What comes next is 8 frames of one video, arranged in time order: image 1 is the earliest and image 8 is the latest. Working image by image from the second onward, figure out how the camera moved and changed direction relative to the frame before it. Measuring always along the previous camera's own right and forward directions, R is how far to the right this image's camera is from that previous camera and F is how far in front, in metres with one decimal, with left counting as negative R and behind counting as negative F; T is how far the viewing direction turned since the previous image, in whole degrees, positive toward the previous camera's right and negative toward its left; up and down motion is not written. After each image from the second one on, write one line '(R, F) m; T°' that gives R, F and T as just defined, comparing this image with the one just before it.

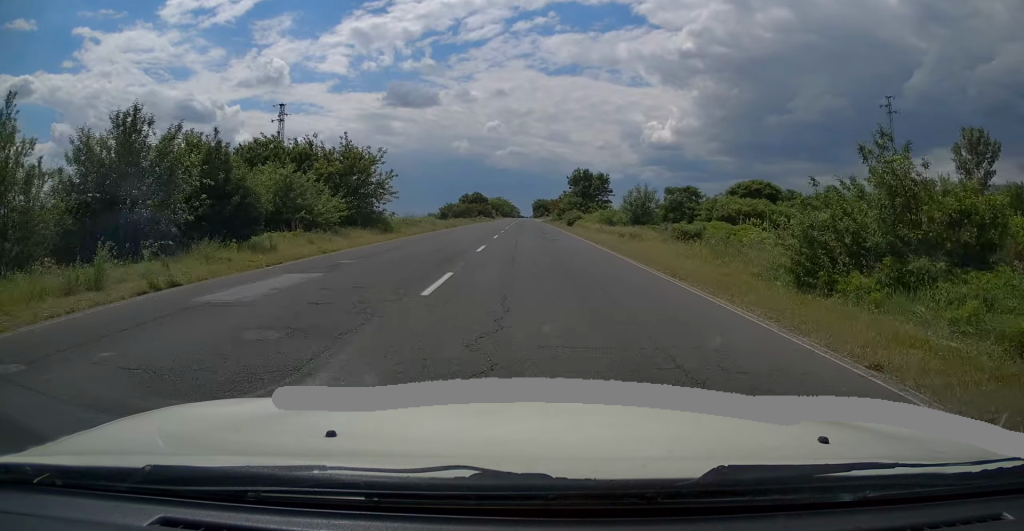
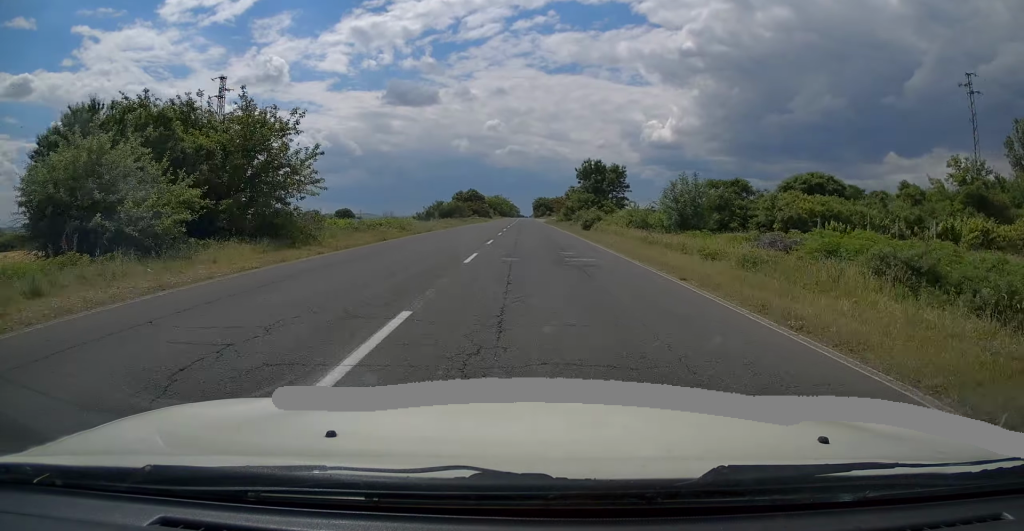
(0.0, +13.7) m; 0°
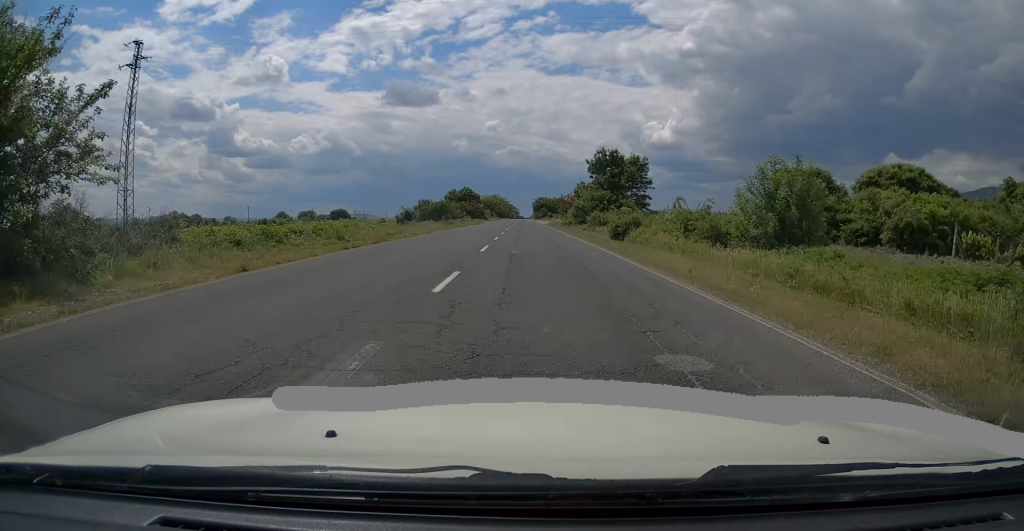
(-0.1, +13.0) m; +1°
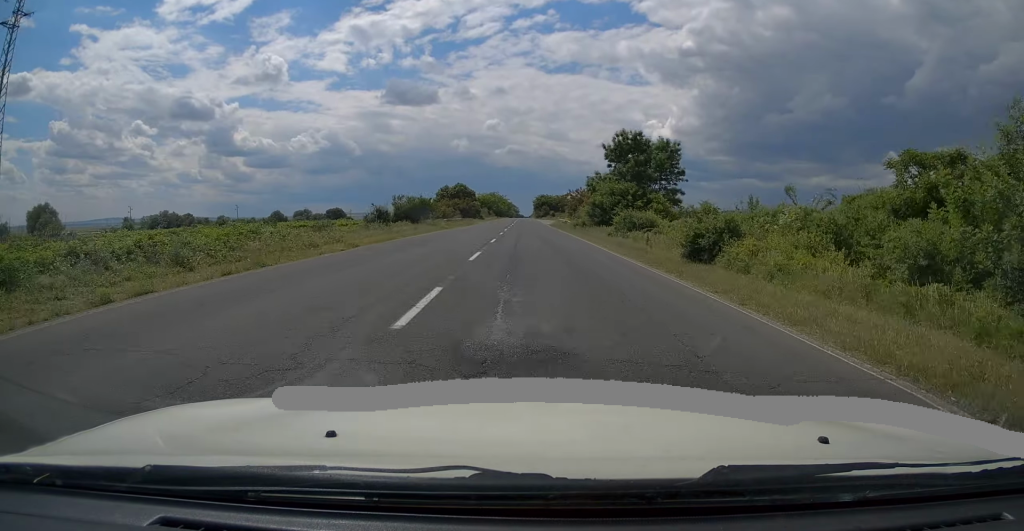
(+0.2, +12.2) m; 0°
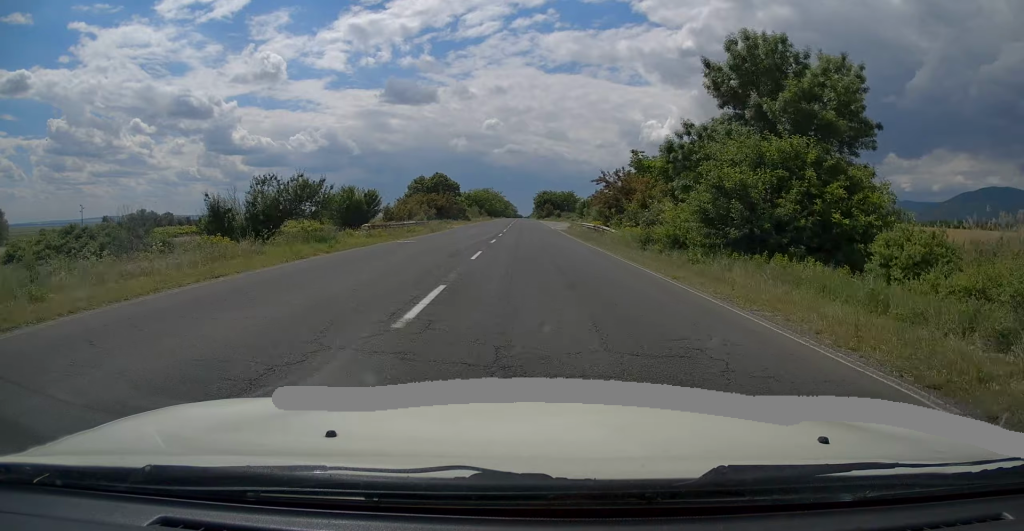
(-0.1, +26.7) m; -1°
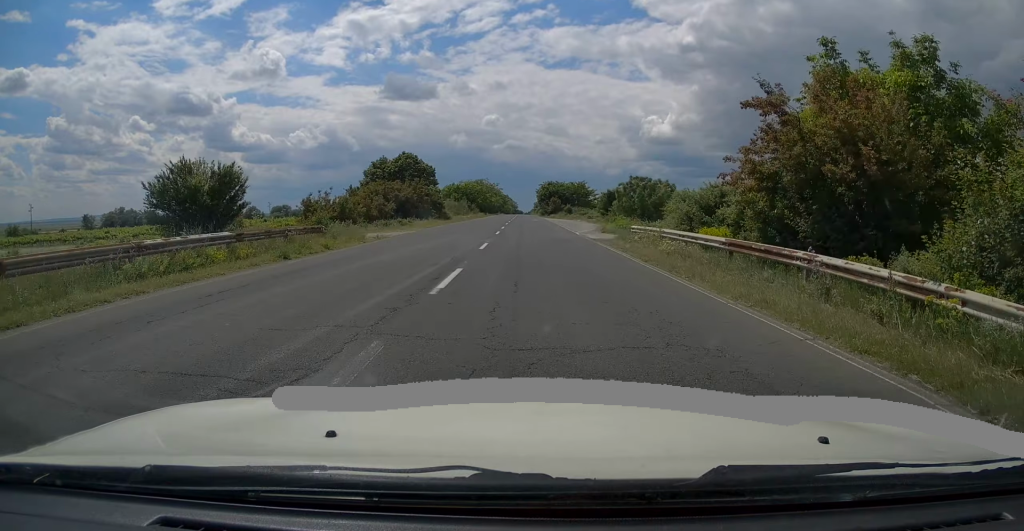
(-0.2, +24.5) m; 0°
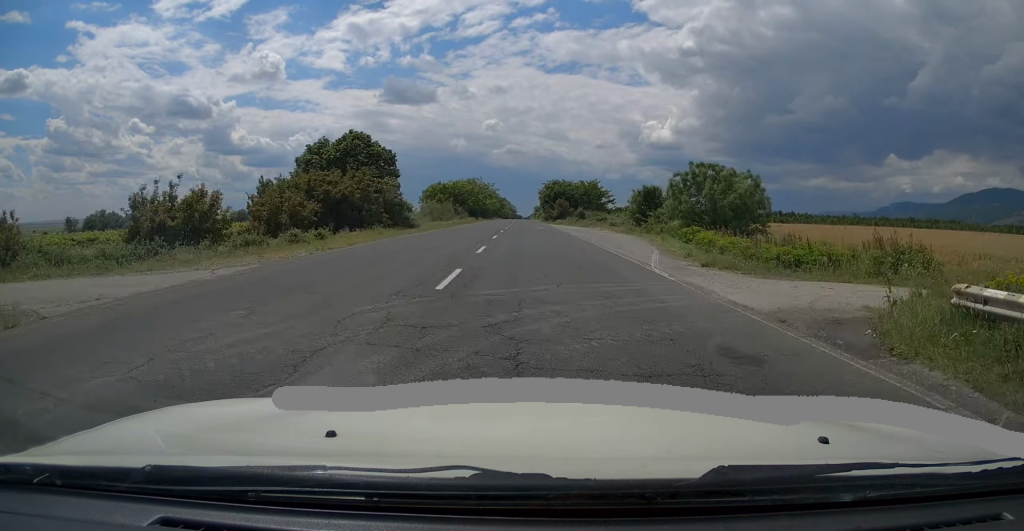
(+0.2, +19.2) m; 0°
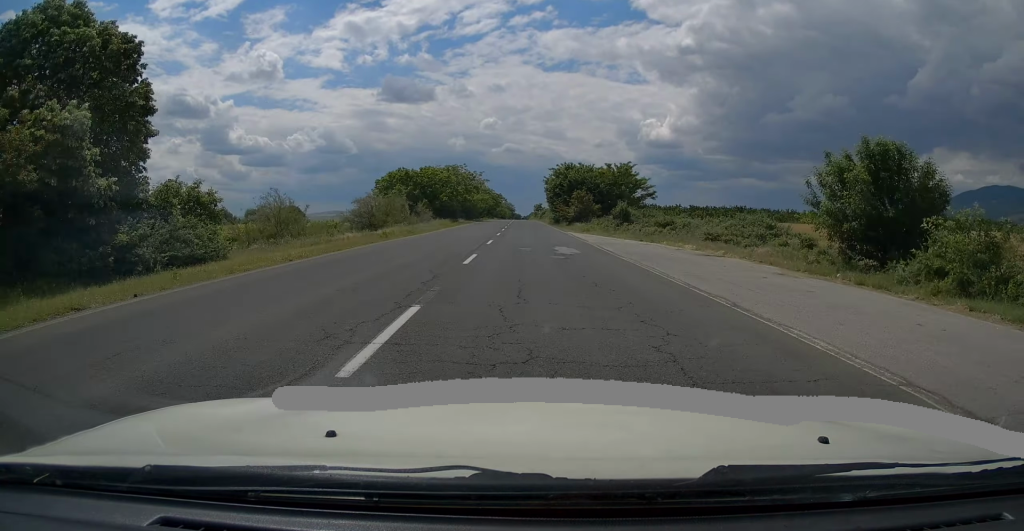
(-0.3, +30.1) m; -1°
